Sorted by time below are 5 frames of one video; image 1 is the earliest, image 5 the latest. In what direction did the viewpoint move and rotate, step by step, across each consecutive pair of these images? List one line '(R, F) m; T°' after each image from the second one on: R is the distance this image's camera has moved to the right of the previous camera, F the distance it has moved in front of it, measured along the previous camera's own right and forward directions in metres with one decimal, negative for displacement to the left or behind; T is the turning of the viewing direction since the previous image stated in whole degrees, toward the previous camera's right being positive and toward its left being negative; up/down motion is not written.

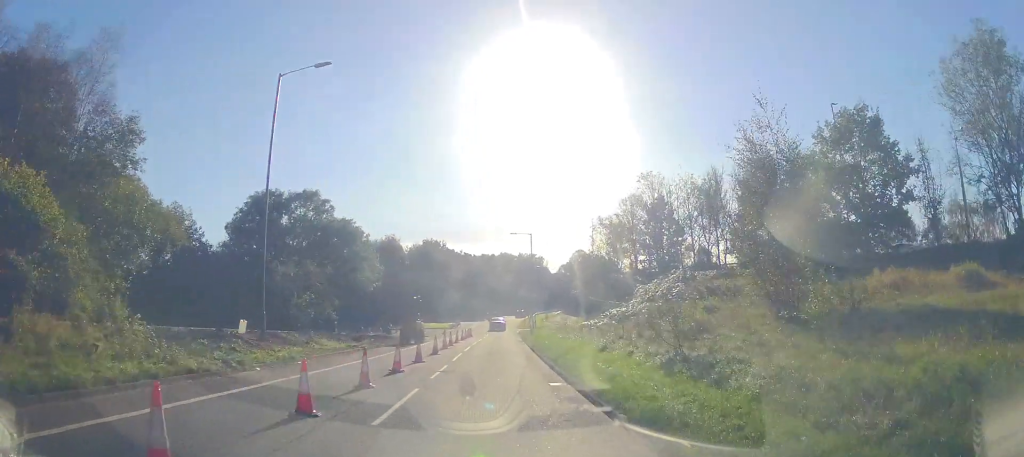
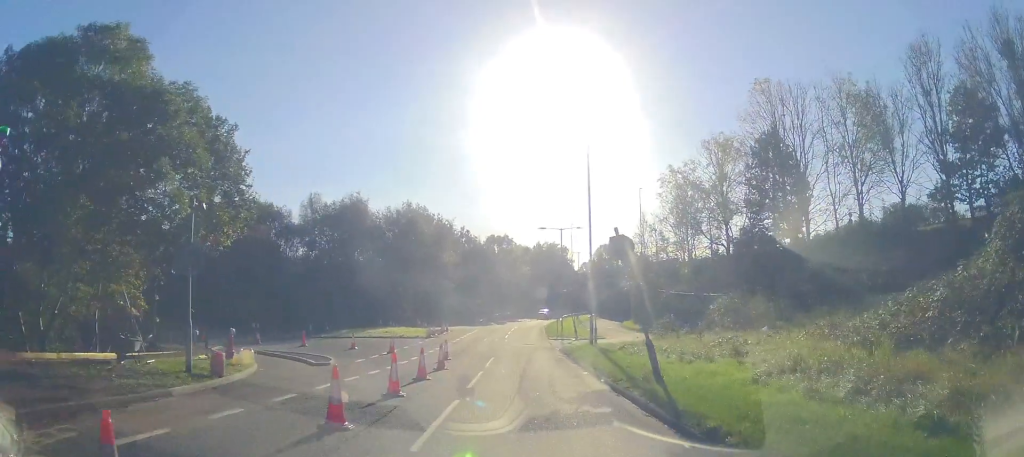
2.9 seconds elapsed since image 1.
(+0.4, +31.5) m; +1°
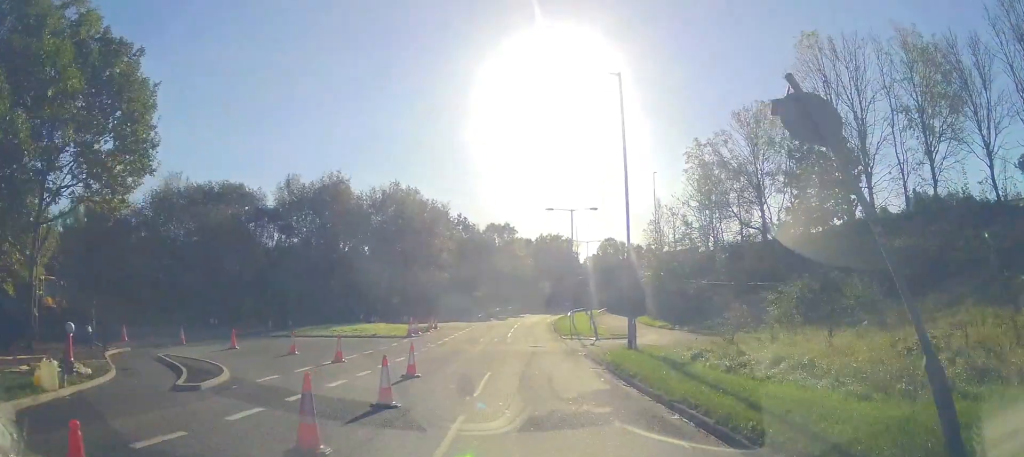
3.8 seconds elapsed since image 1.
(-0.1, +8.2) m; 0°
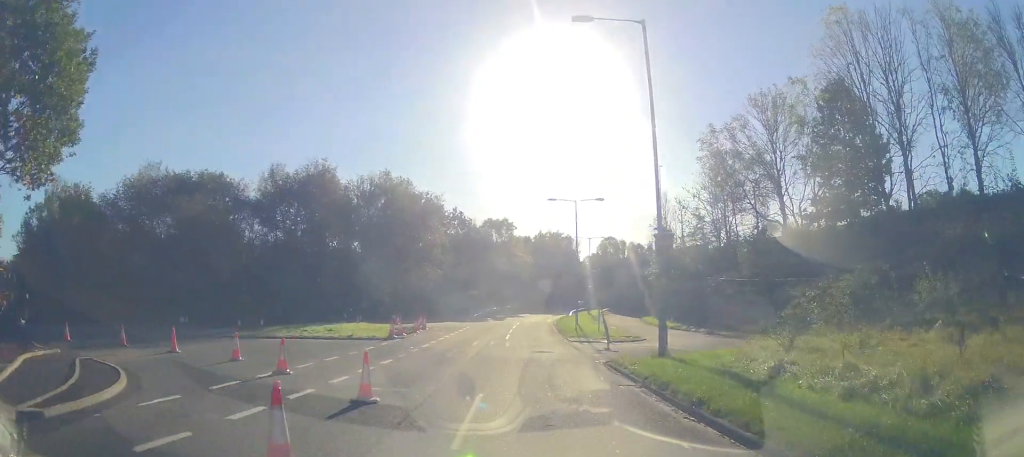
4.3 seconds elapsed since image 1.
(+0.1, +4.4) m; +1°
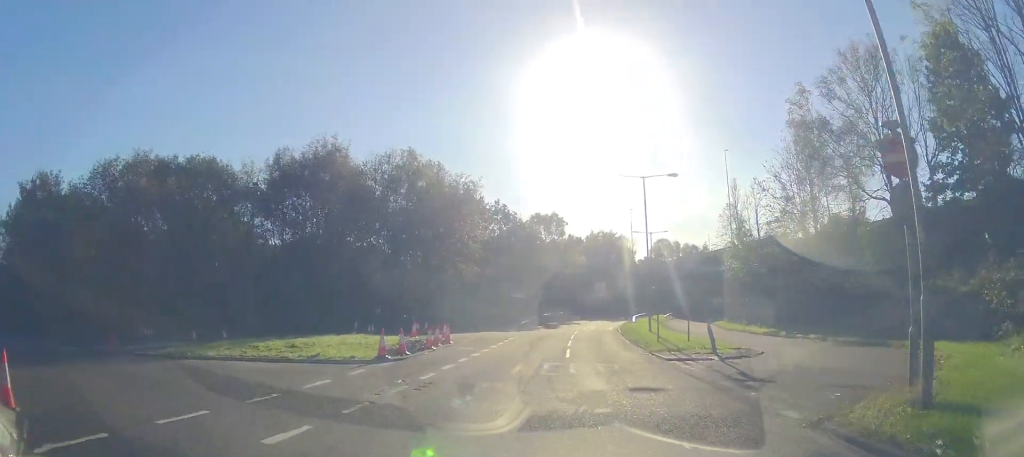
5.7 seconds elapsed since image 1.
(-0.3, +10.2) m; -8°
